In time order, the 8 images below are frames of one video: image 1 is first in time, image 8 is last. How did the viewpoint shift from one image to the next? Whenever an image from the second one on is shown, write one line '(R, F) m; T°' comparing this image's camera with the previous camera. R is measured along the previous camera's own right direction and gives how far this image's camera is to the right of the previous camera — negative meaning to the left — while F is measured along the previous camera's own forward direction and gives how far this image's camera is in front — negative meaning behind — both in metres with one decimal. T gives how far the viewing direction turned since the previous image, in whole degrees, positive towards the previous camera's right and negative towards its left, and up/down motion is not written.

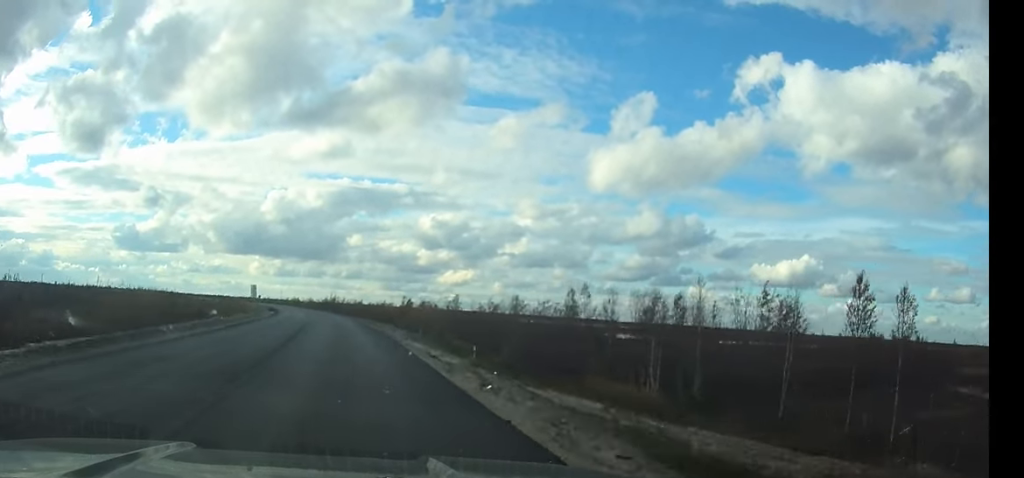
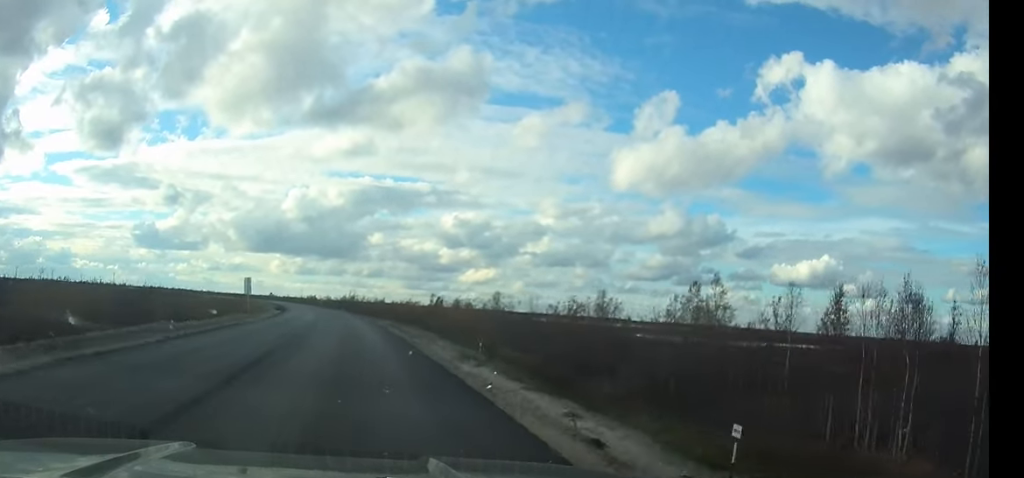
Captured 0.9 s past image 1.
(-0.4, +16.1) m; -1°
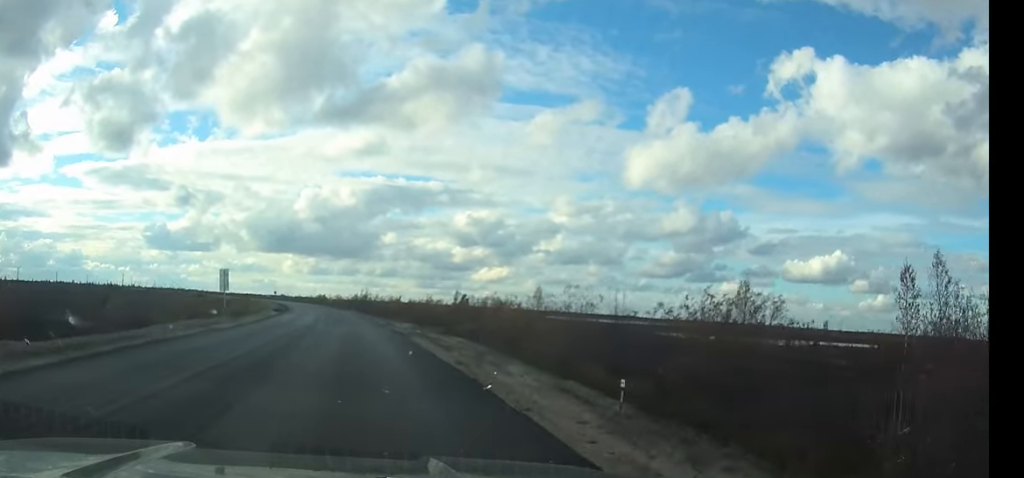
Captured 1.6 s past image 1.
(-0.1, +14.0) m; -1°
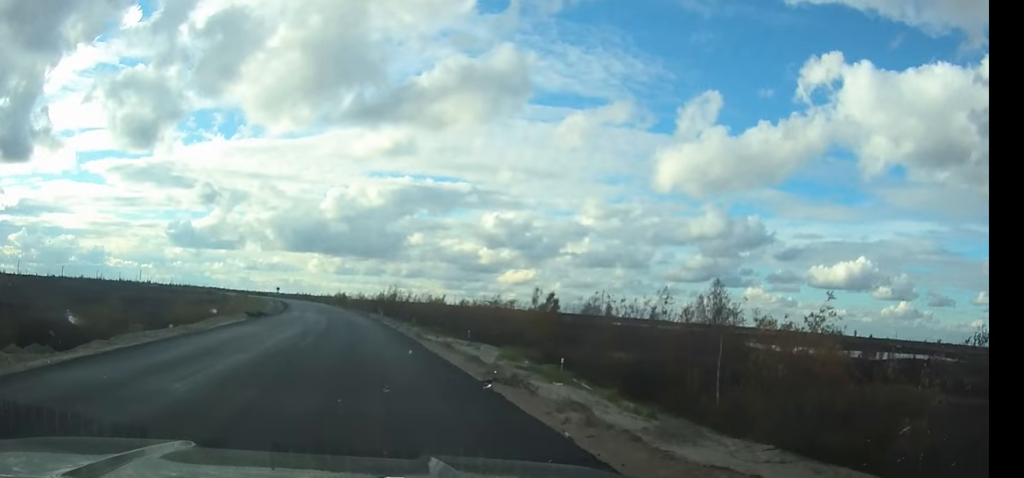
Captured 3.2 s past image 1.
(-0.5, +33.5) m; -2°
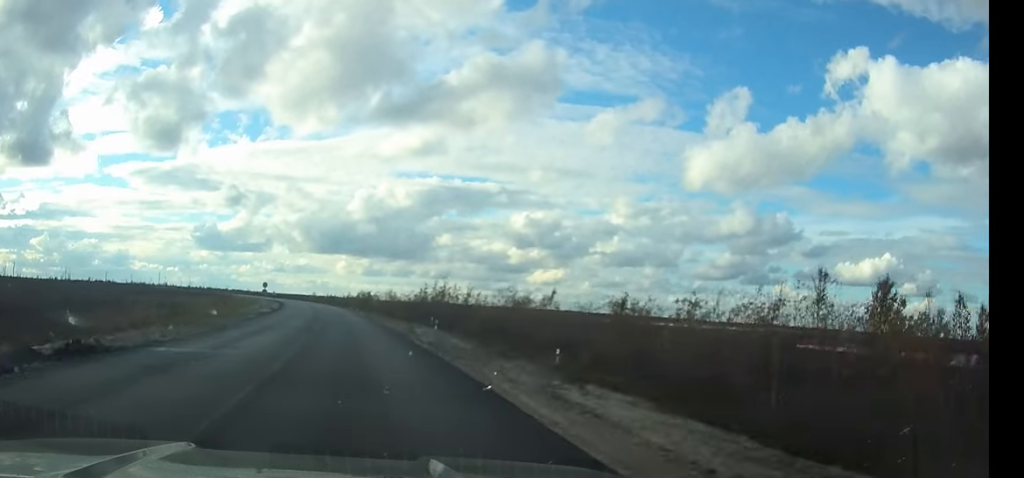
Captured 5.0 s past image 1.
(-0.9, +39.0) m; -3°
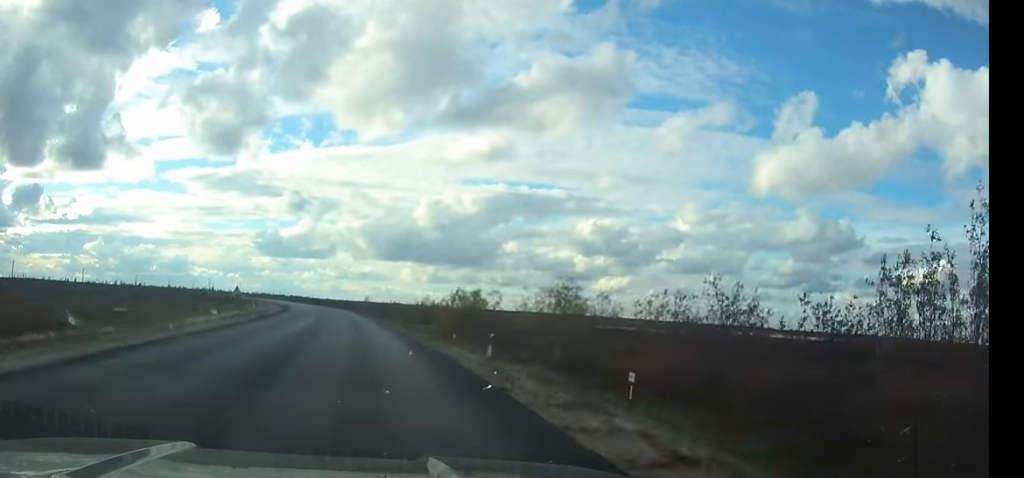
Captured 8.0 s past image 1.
(-3.8, +74.7) m; -6°
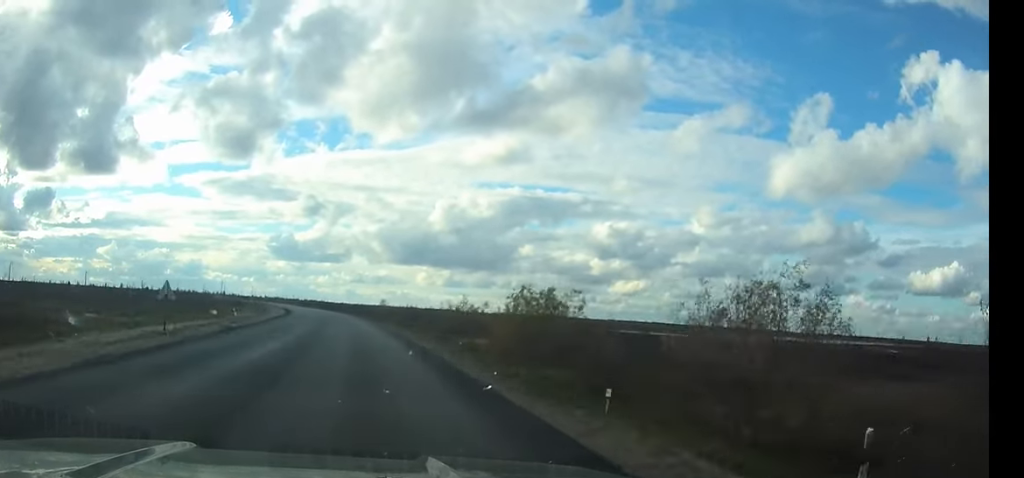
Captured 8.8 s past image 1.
(-0.3, +19.2) m; -1°
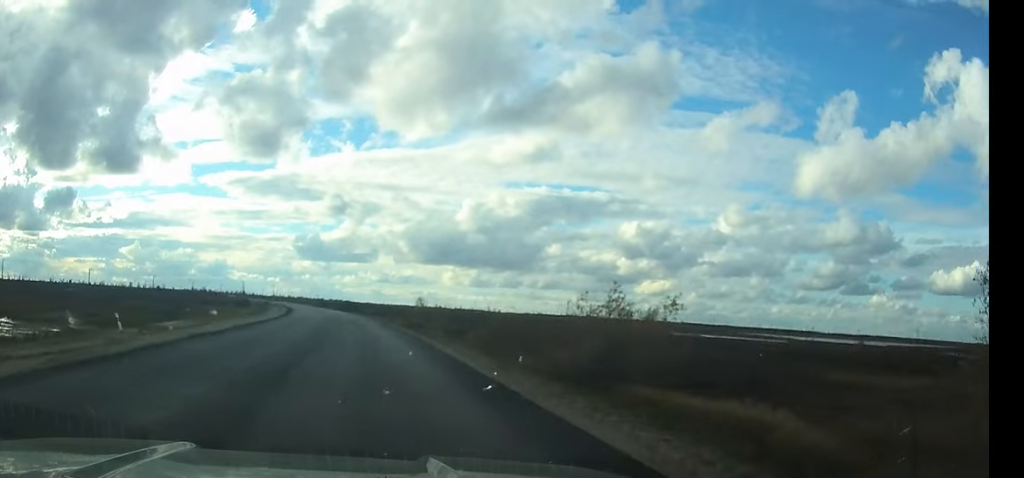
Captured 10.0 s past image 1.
(-0.7, +33.8) m; -2°
